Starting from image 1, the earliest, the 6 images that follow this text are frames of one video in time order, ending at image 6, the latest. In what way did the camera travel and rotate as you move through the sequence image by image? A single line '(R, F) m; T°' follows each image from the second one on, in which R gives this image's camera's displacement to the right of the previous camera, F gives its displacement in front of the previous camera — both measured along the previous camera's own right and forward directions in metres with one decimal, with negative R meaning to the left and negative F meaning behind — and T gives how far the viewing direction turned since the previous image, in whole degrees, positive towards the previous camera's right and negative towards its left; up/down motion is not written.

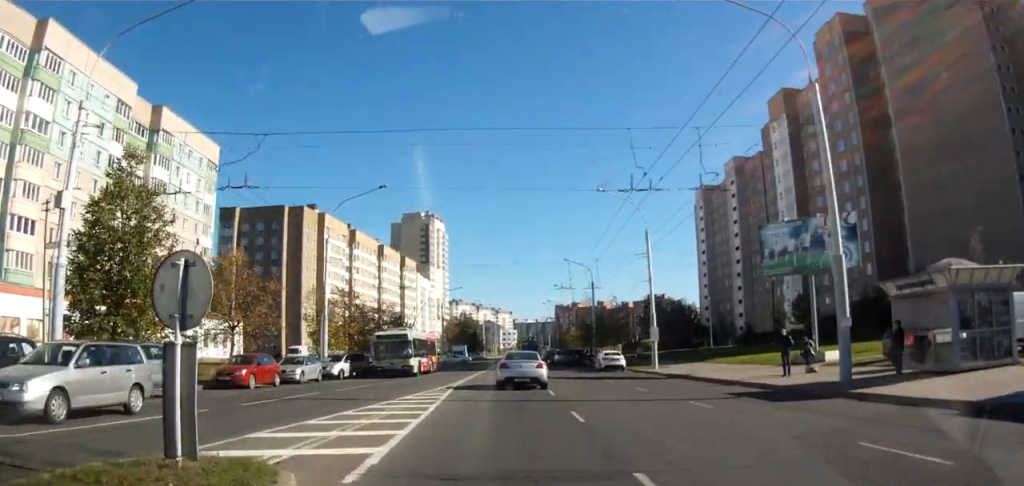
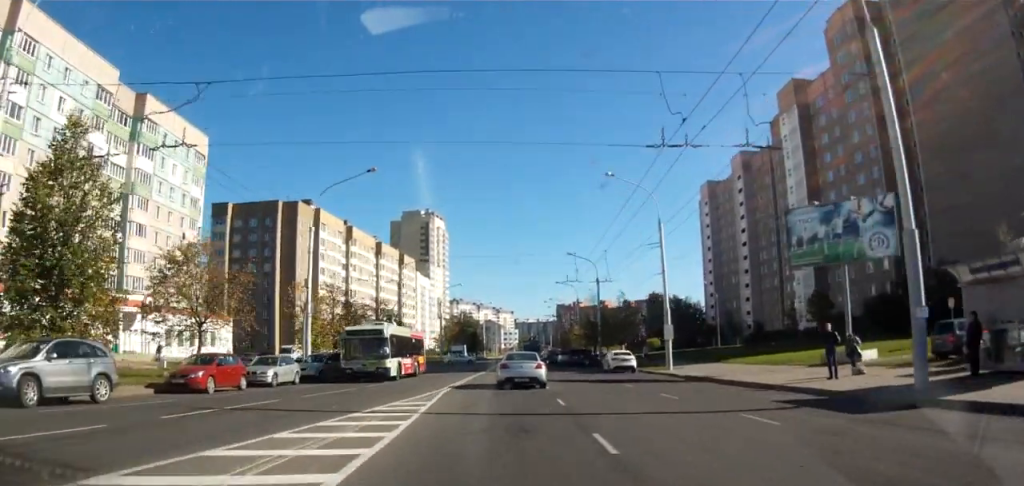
(0.0, +2.4) m; 0°
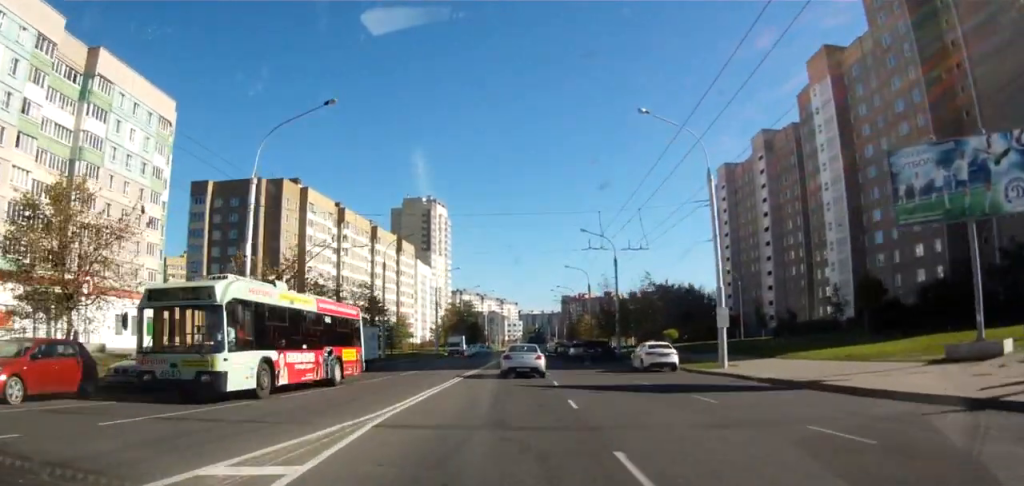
(0.0, +7.7) m; 0°
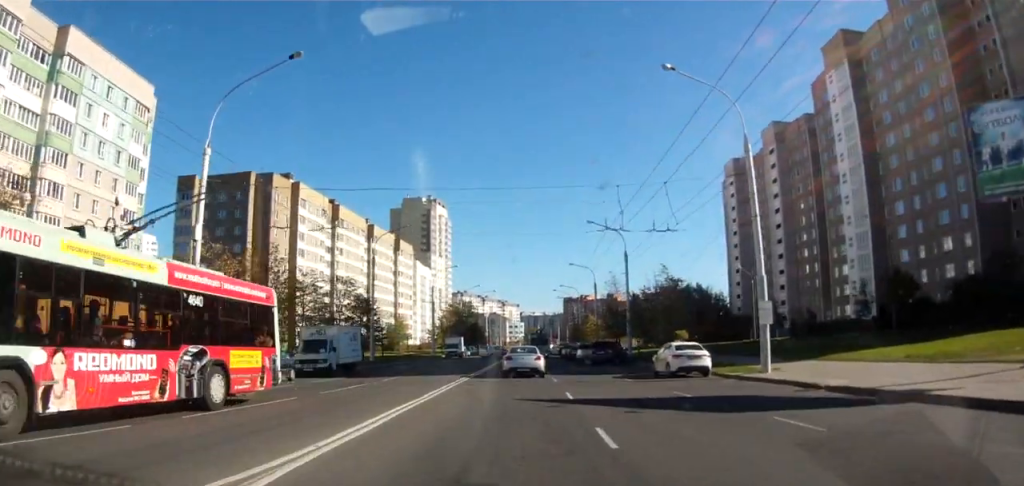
(0.0, +4.9) m; 0°
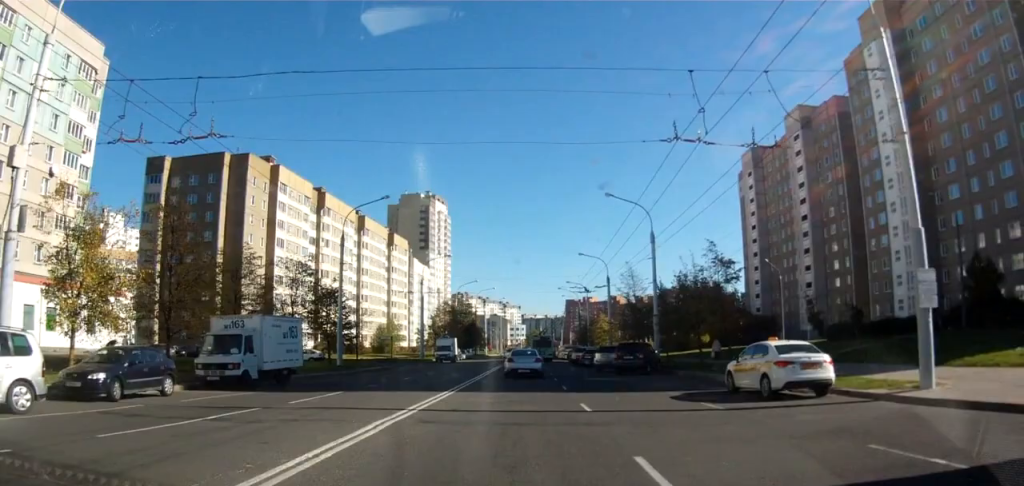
(0.0, +10.5) m; 0°
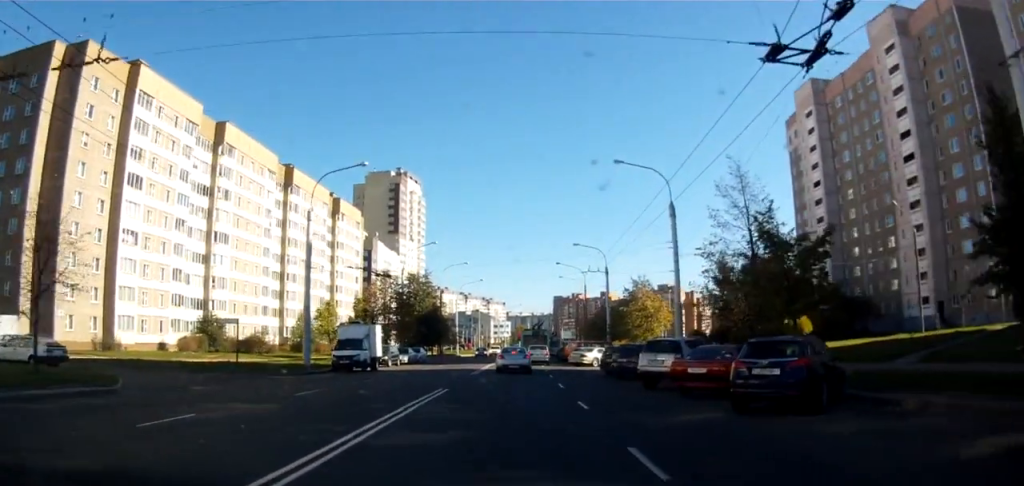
(+0.5, +36.2) m; +1°
